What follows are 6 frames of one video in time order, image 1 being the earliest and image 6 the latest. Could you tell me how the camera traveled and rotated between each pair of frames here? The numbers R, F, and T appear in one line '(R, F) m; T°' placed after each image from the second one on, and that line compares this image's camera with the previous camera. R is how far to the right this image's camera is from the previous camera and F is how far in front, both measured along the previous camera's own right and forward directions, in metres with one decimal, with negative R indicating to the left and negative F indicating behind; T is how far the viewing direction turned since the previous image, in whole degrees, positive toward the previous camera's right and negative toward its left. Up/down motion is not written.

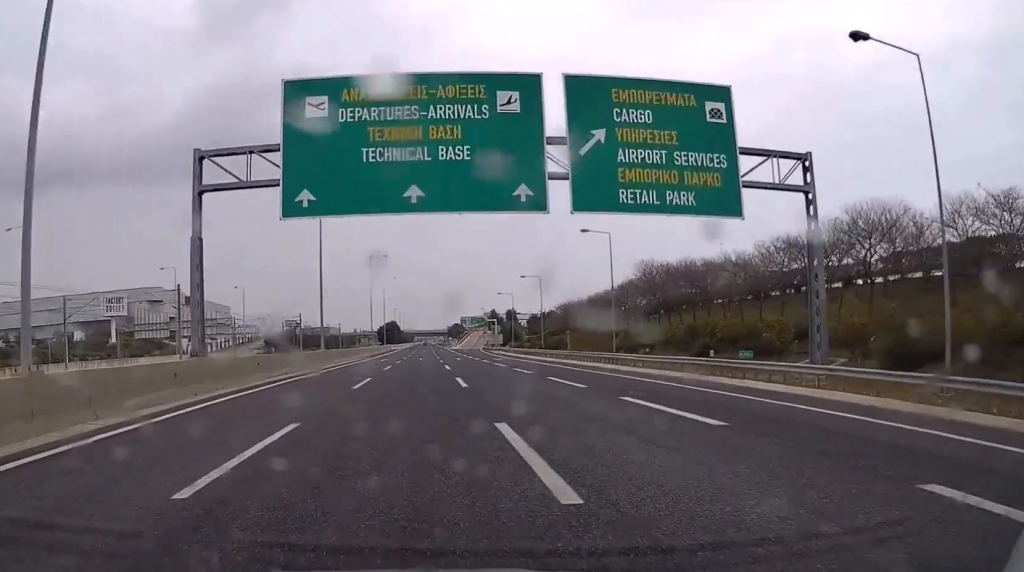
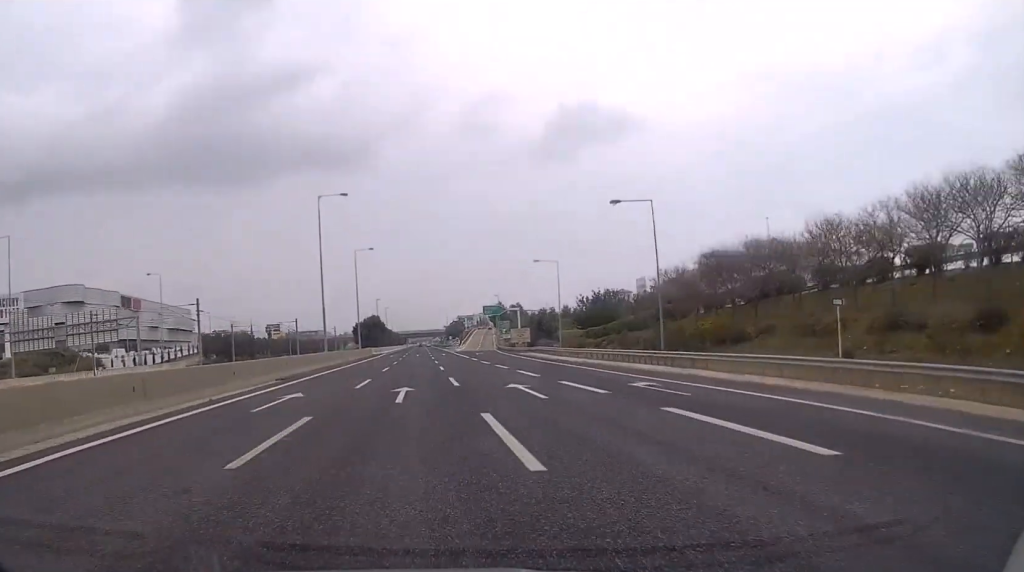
(+0.2, +51.6) m; 0°
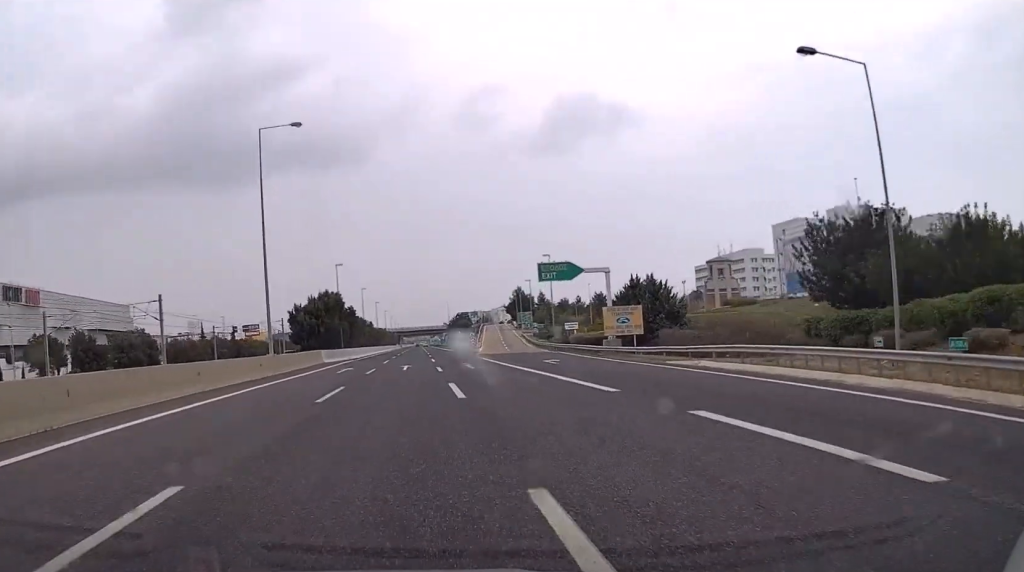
(+0.1, +63.0) m; 0°
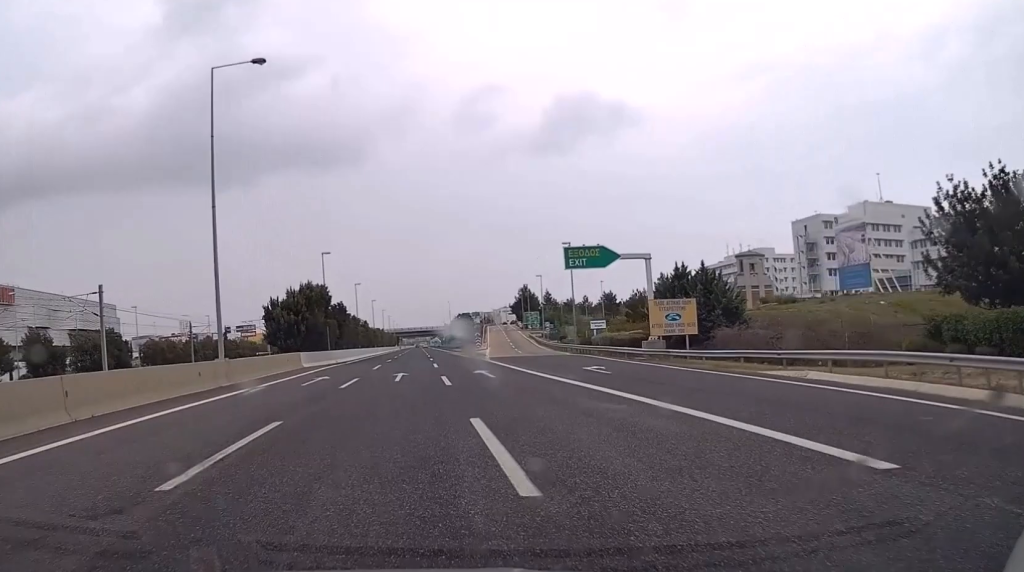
(0.0, +11.1) m; 0°
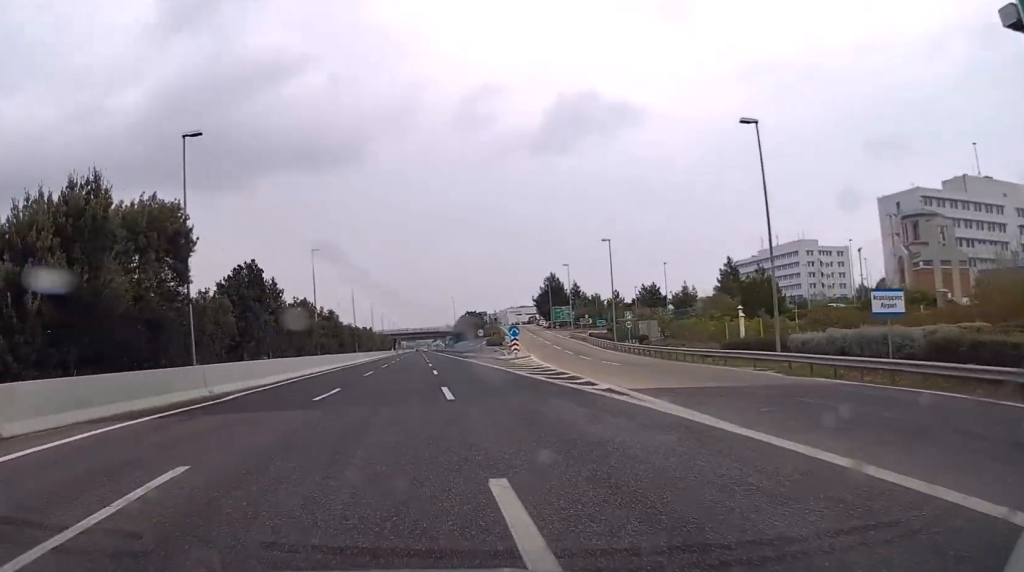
(+0.1, +41.7) m; 0°
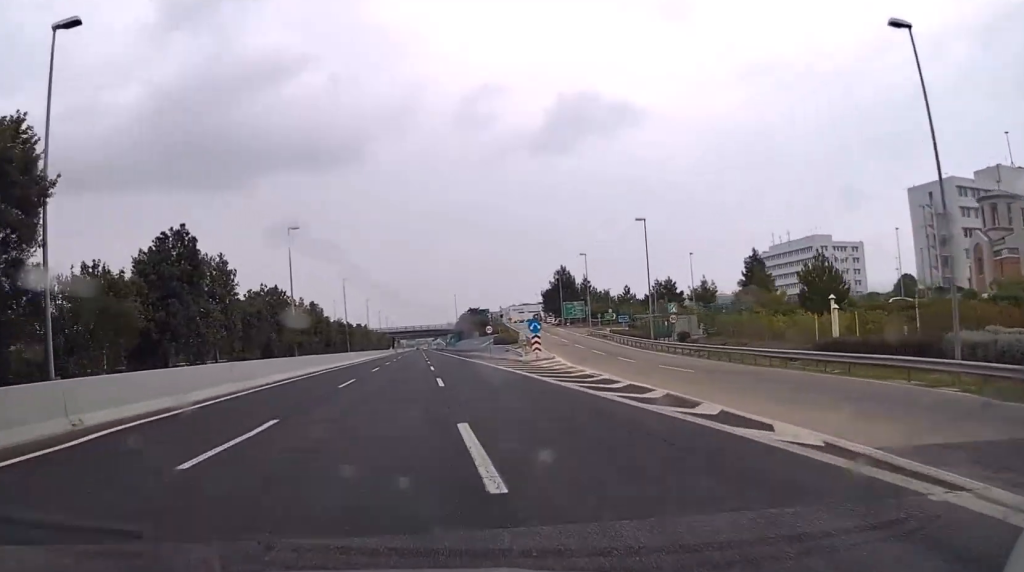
(0.0, +12.1) m; 0°
